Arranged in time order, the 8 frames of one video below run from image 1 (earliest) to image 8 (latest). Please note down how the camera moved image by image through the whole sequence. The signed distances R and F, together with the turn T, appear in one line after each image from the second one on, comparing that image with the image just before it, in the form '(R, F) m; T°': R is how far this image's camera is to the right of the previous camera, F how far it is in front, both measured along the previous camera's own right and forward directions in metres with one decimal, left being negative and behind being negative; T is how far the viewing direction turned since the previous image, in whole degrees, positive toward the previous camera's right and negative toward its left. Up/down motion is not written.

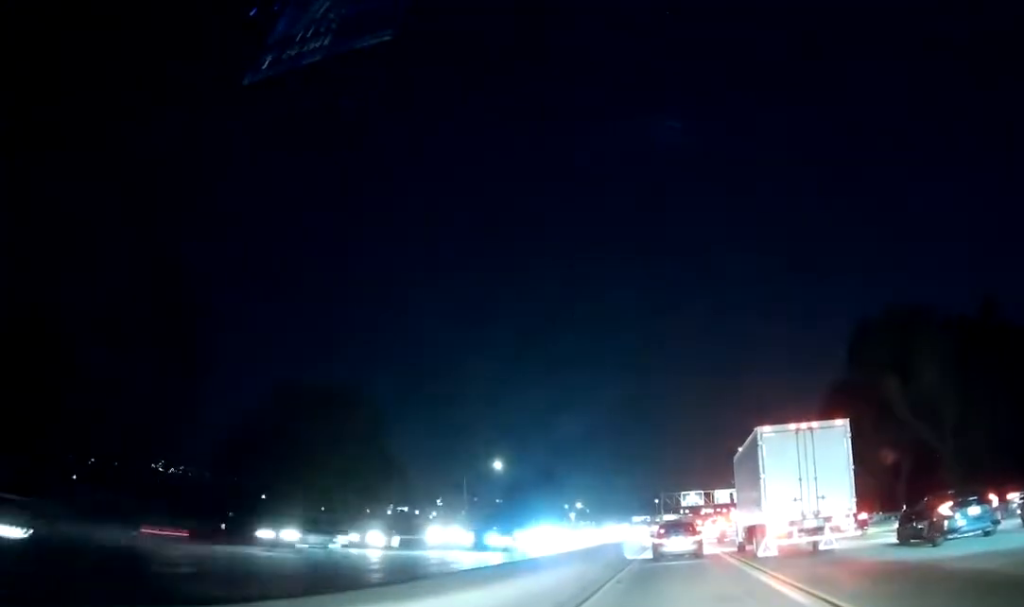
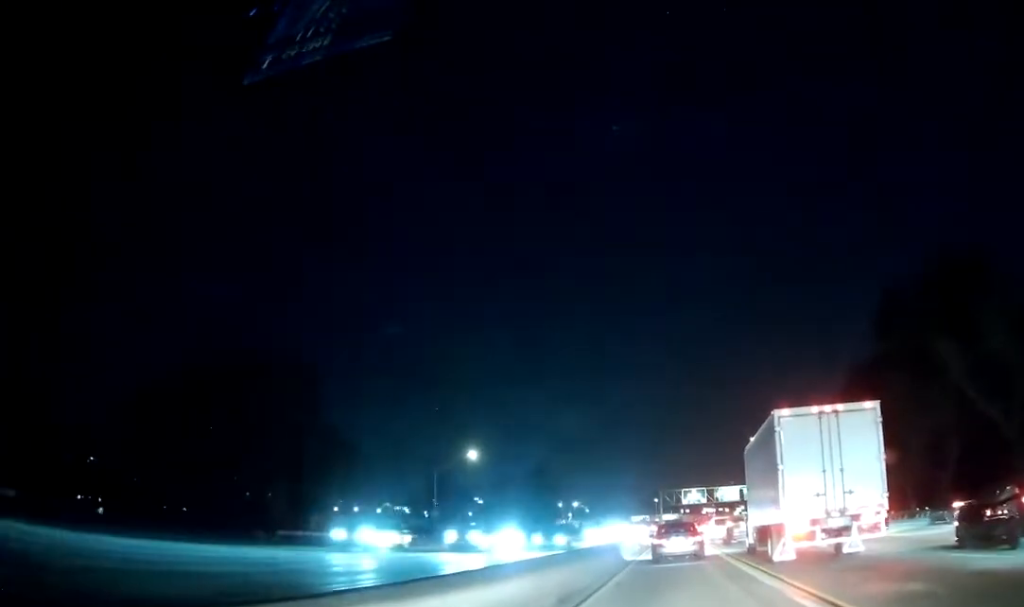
(-0.1, +13.6) m; 0°
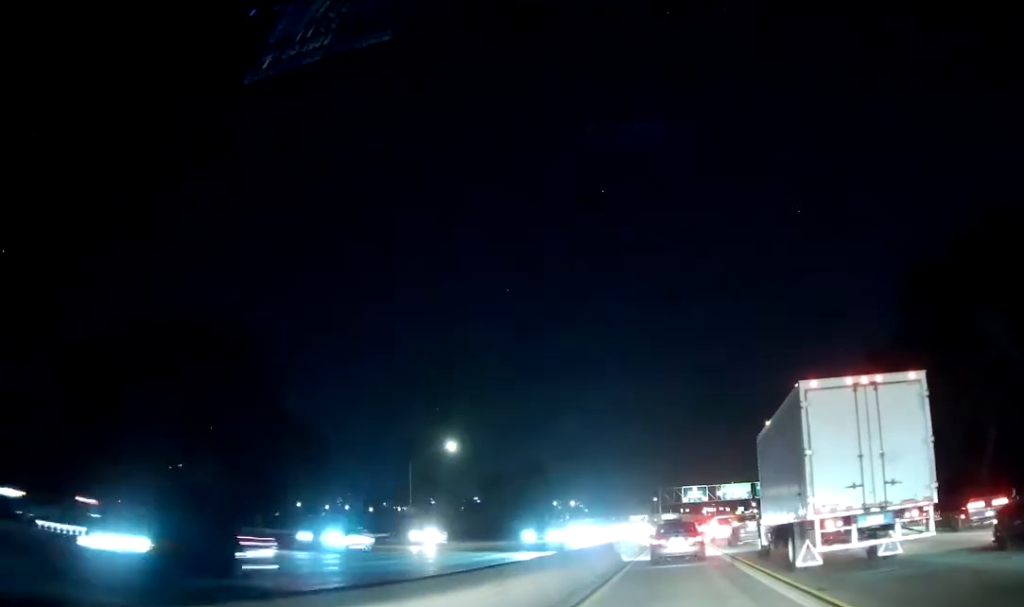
(+0.1, +9.0) m; 0°
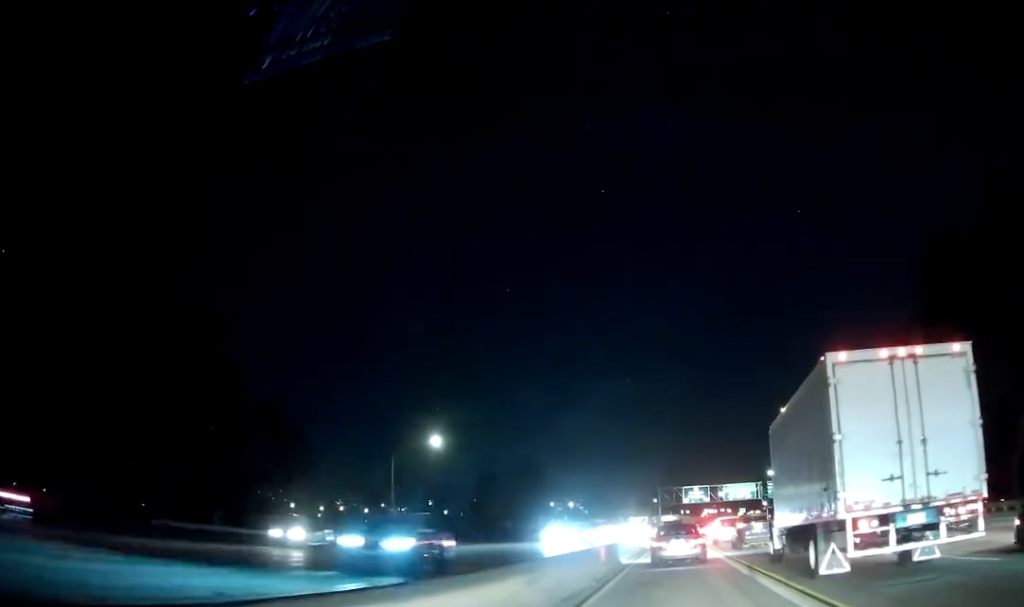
(0.0, +6.1) m; -1°
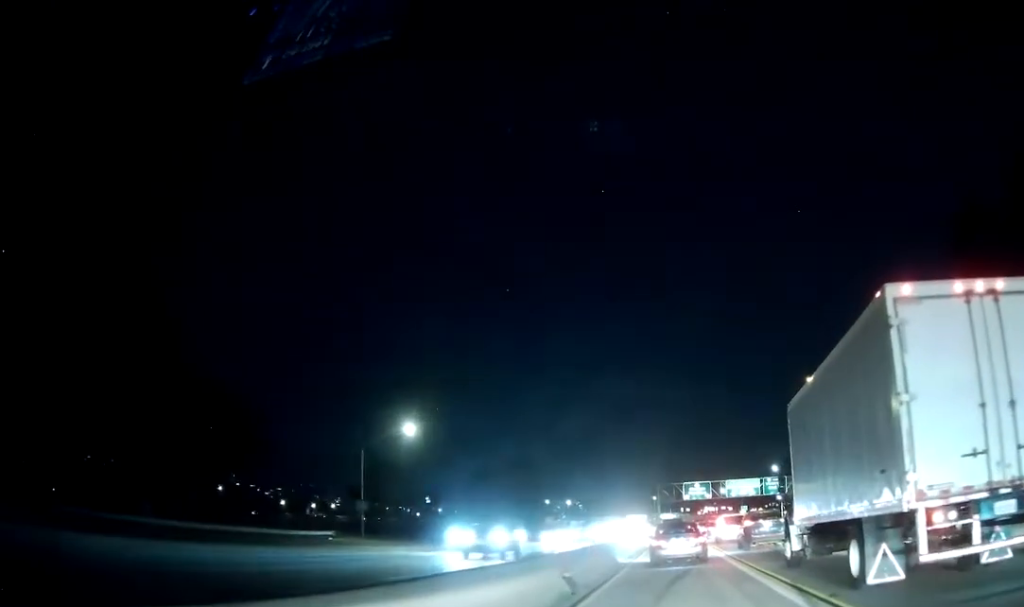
(-0.1, +8.2) m; 0°
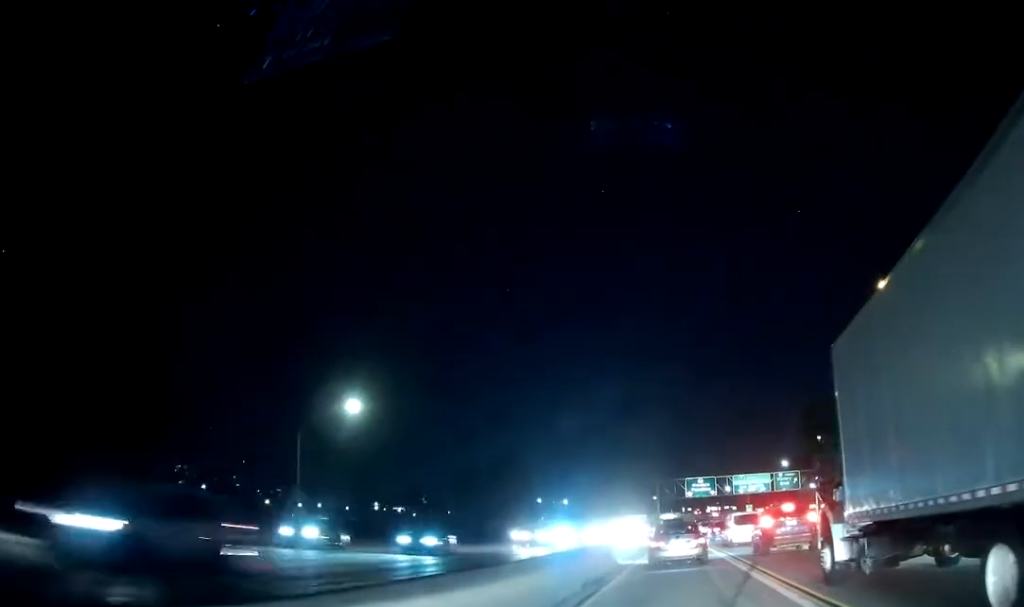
(0.0, +13.8) m; 0°
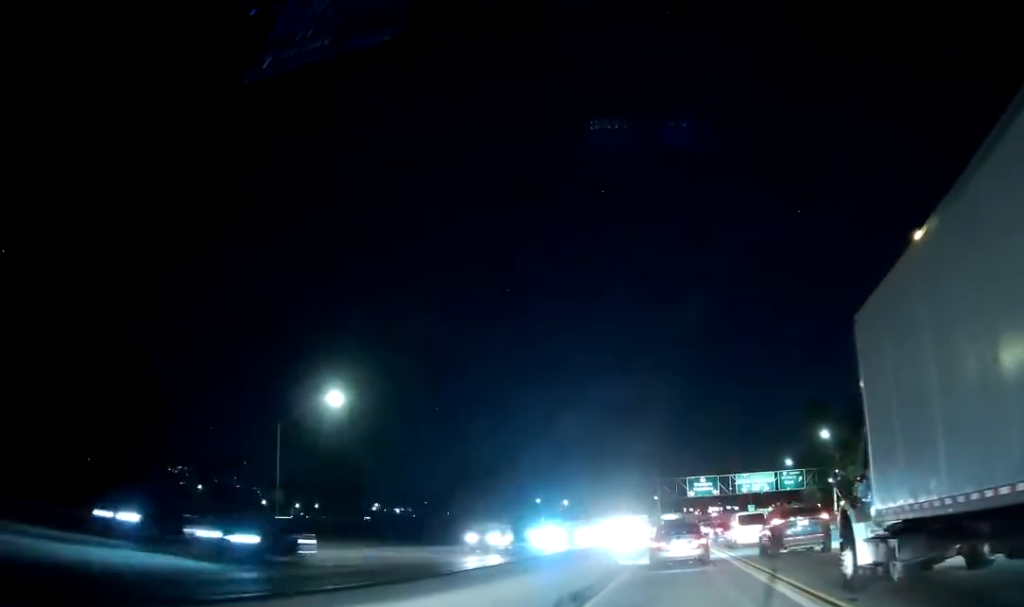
(0.0, +3.6) m; 0°
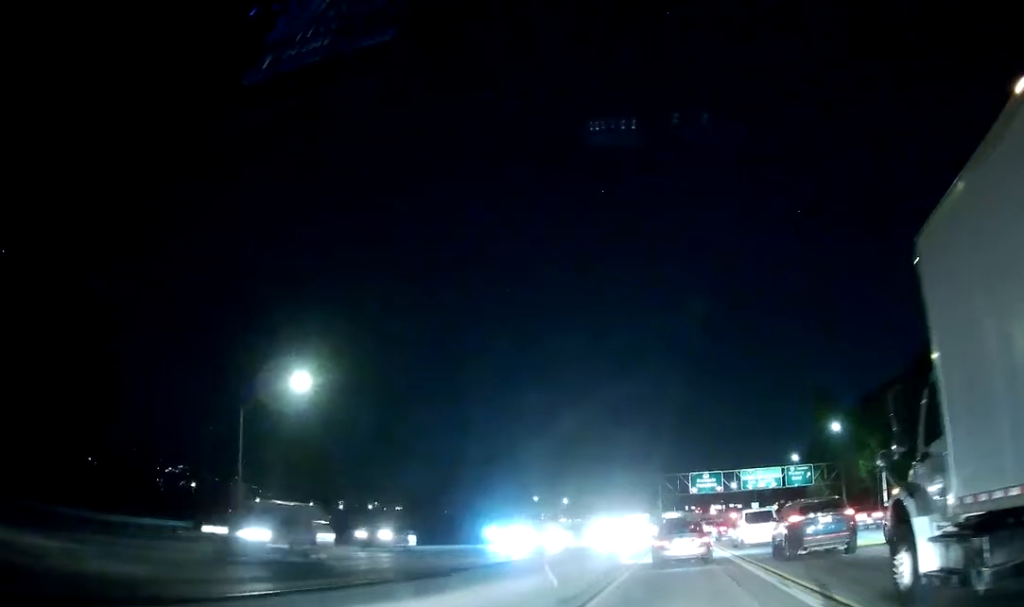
(+0.1, +6.1) m; +1°
